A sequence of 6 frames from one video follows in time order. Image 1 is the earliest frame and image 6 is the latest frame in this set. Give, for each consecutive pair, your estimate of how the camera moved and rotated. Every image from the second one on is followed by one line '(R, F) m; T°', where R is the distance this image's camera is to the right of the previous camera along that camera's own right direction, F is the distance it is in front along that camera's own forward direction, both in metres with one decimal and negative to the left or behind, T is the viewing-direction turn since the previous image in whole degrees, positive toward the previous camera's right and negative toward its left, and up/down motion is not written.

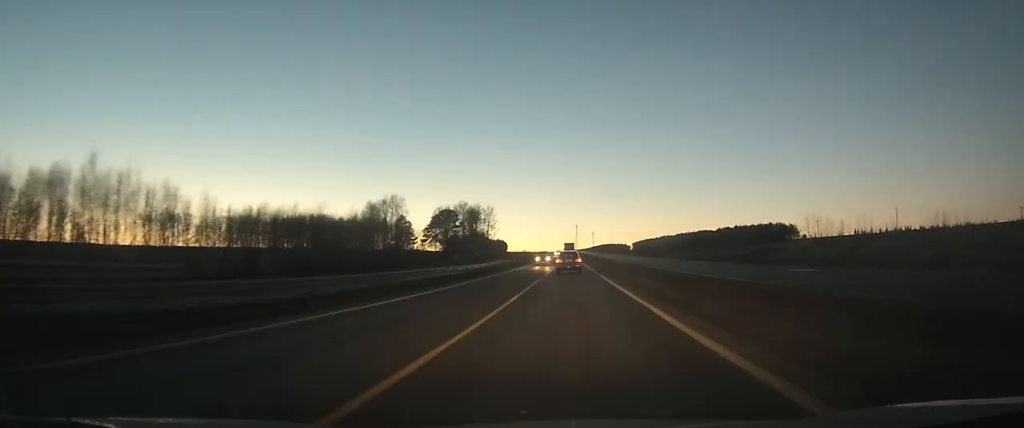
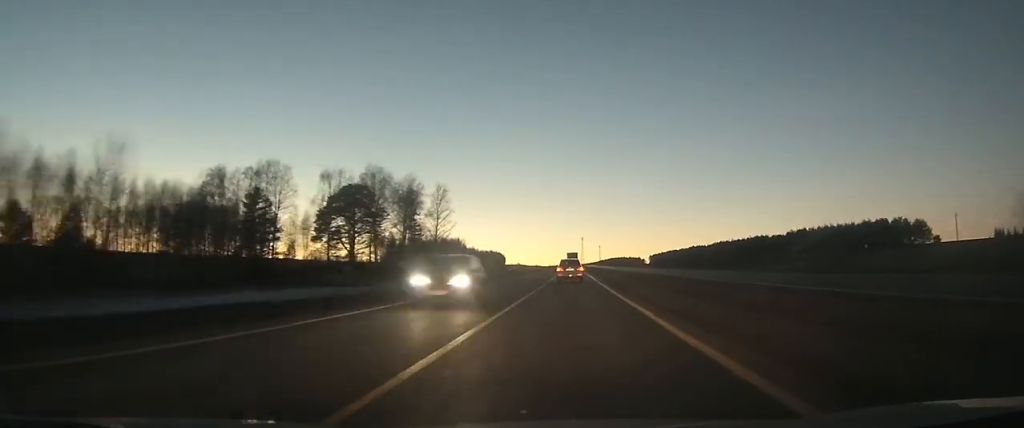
(-0.9, +110.3) m; -1°
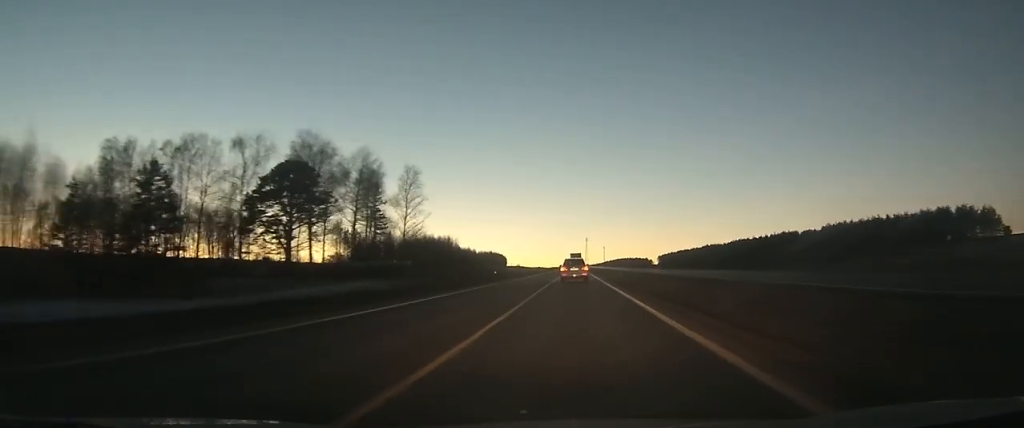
(-0.2, +31.6) m; 0°
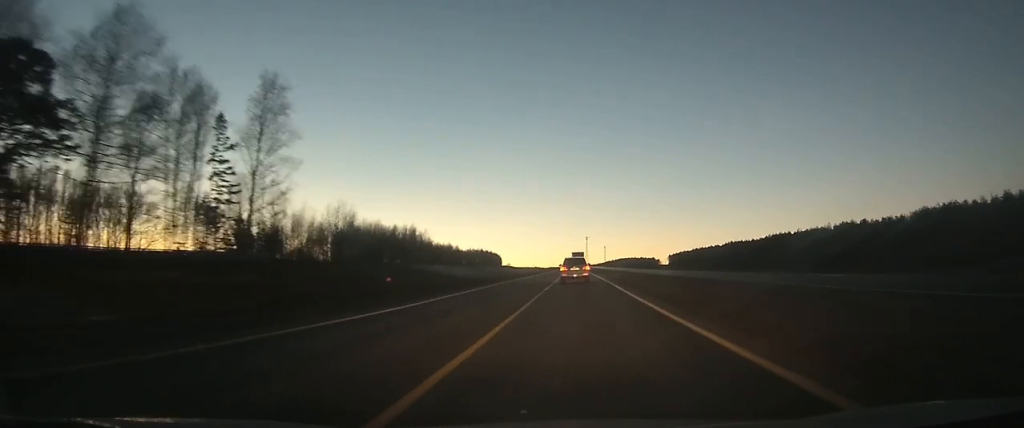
(-0.2, +55.8) m; 0°
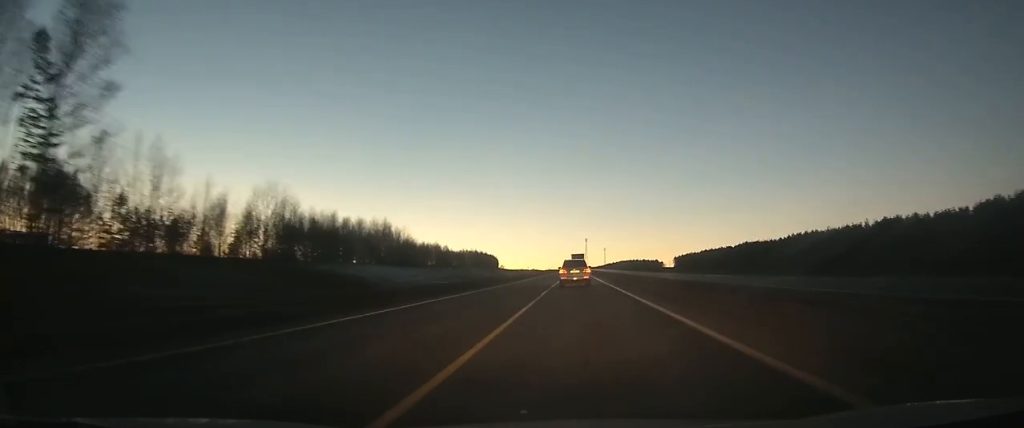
(0.0, +25.9) m; 0°
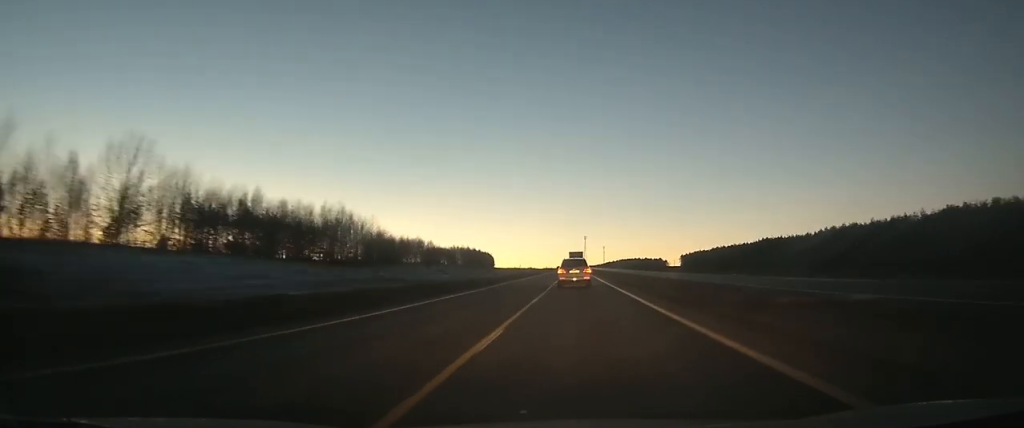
(-0.1, +28.6) m; 0°
